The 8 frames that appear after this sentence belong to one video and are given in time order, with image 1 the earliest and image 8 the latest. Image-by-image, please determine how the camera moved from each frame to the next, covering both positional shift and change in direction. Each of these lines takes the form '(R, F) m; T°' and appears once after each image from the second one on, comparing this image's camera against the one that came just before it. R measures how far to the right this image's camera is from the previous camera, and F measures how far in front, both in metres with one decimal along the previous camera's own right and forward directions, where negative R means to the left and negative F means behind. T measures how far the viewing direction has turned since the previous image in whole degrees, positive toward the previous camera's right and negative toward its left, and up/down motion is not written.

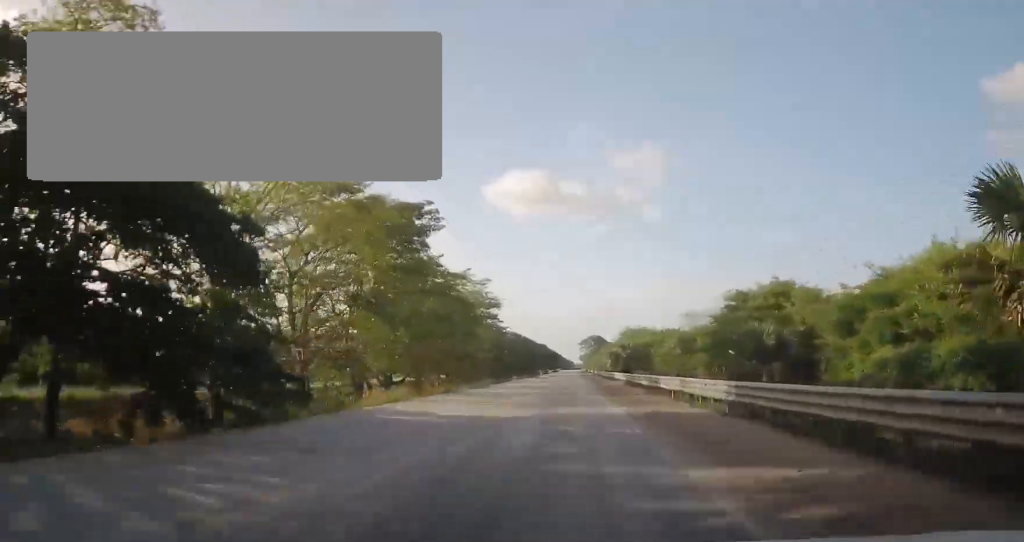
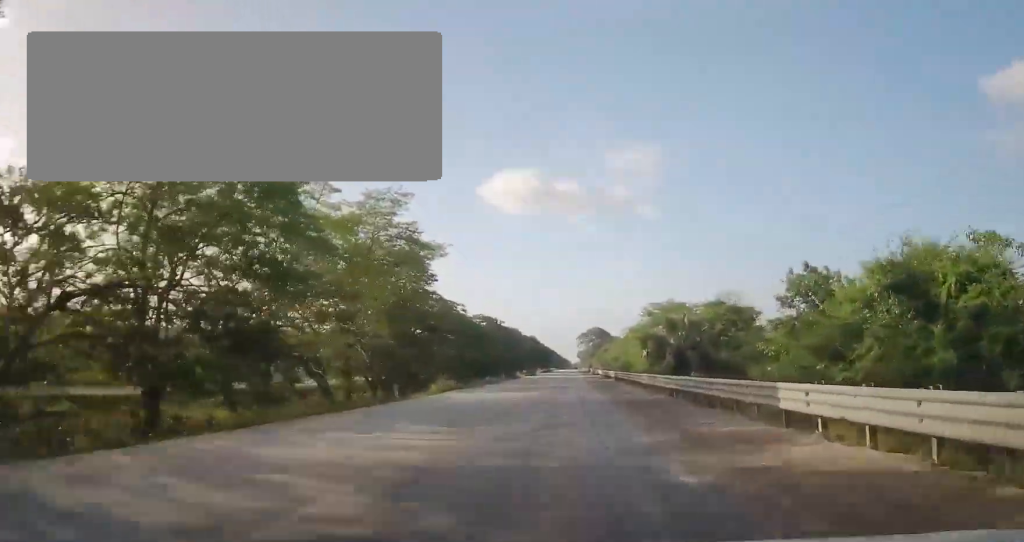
(-0.4, +46.5) m; 0°
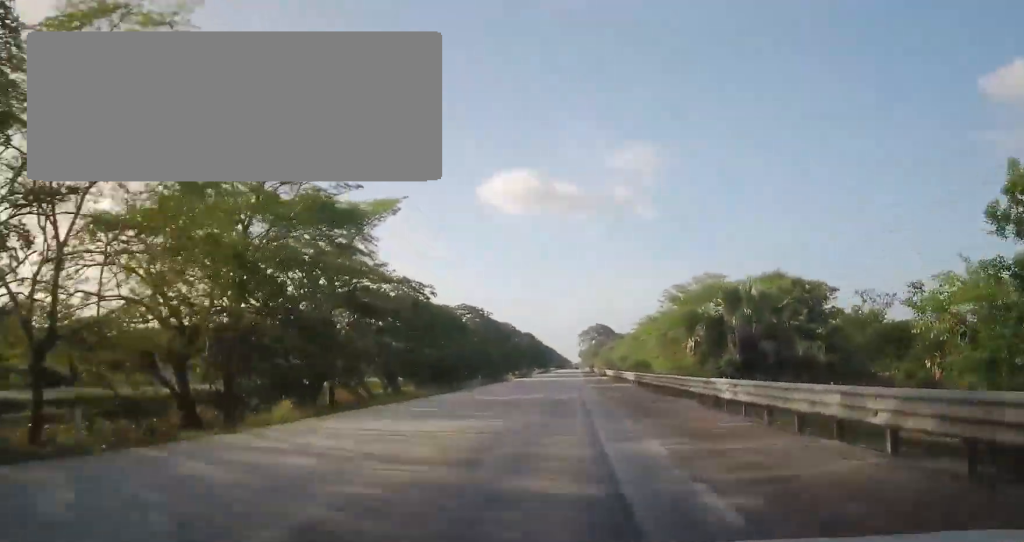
(+0.5, +17.9) m; +1°
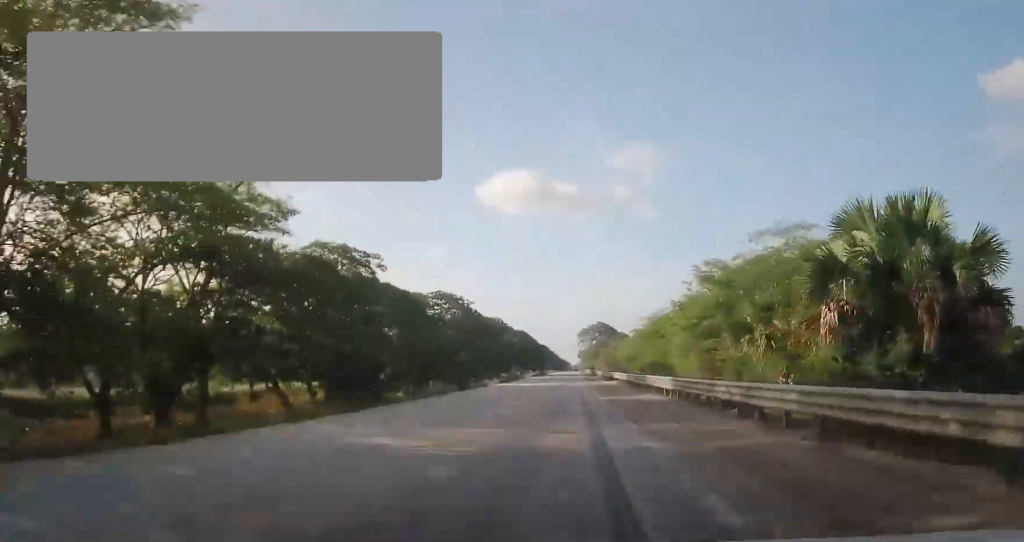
(0.0, +16.4) m; 0°
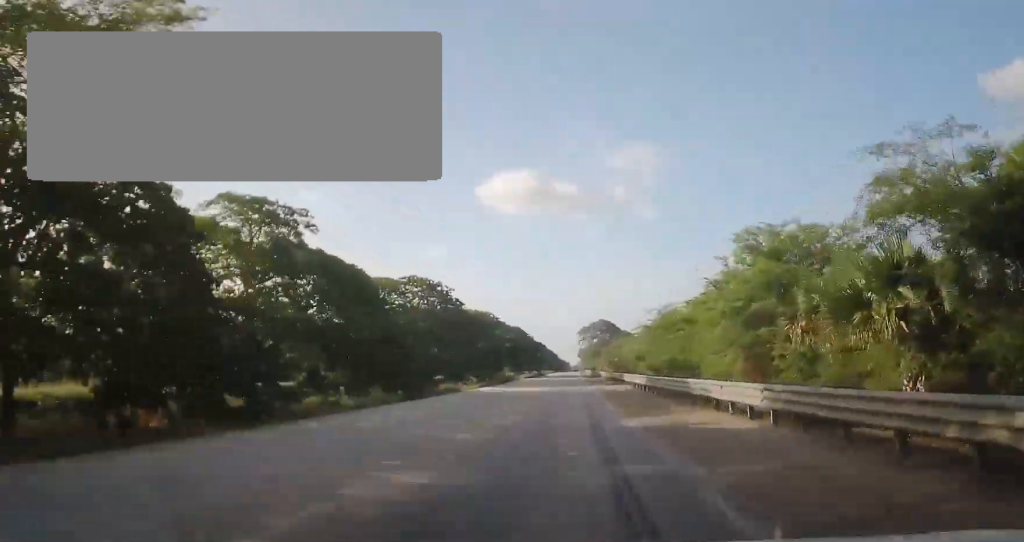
(-0.1, +12.4) m; 0°
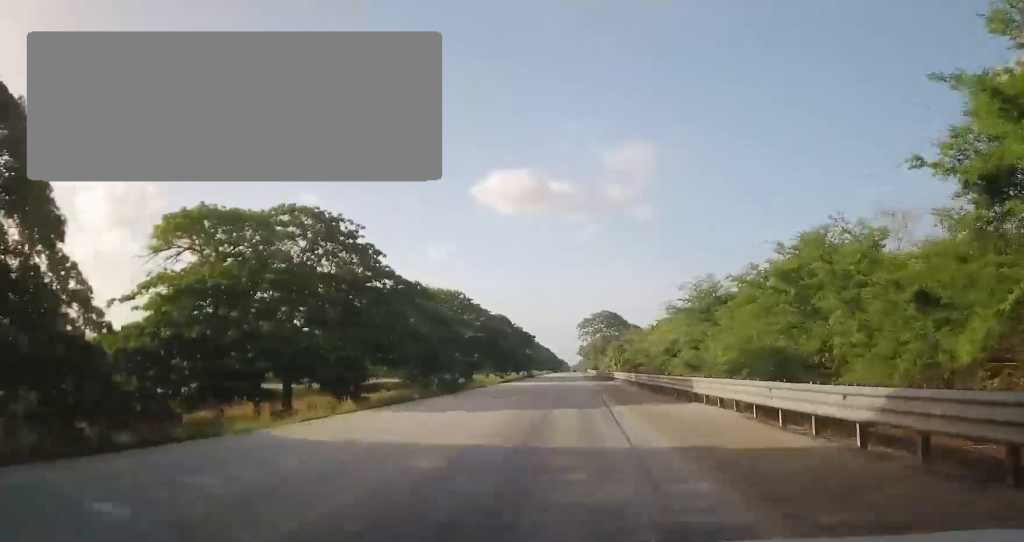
(-0.1, +27.3) m; 0°
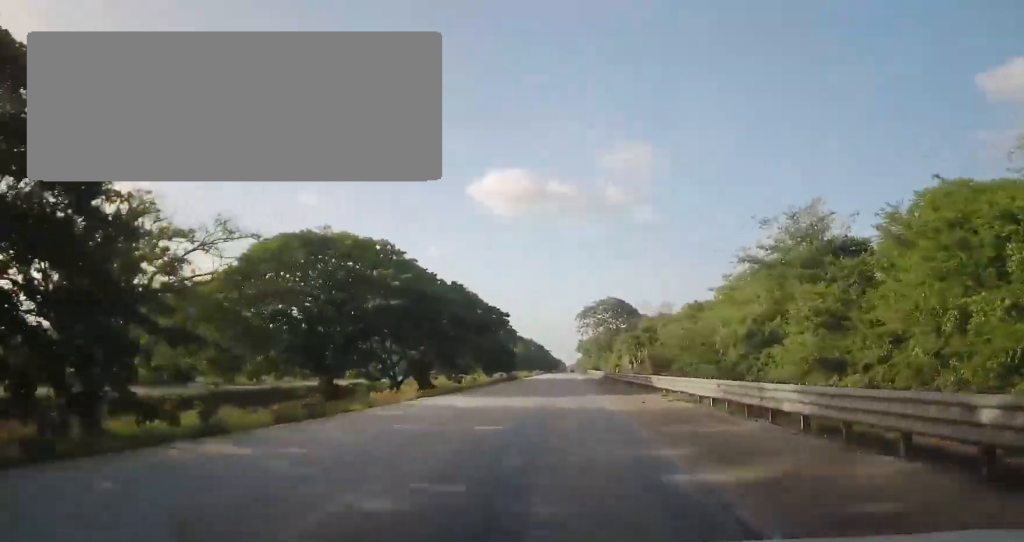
(-0.1, +30.3) m; +1°
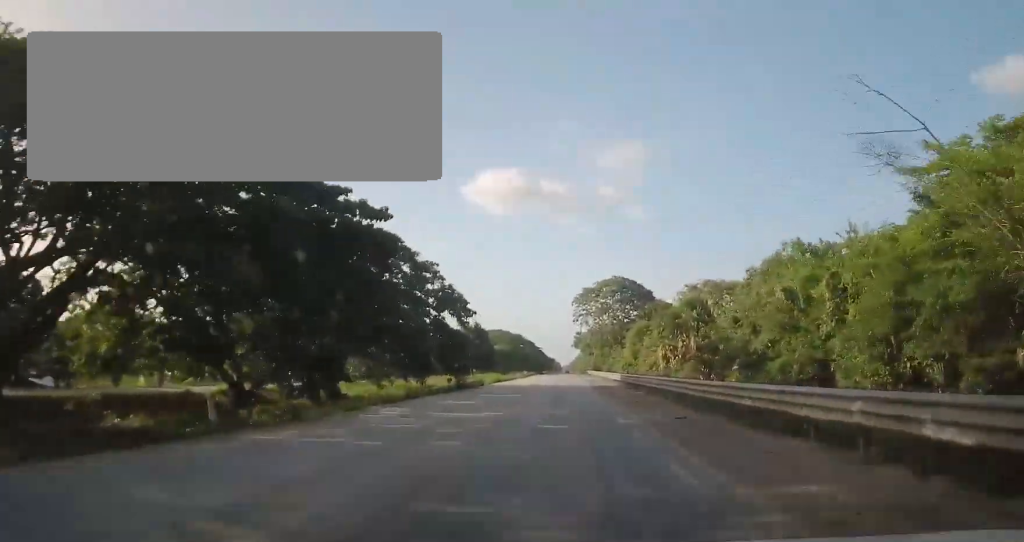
(+0.4, +29.8) m; 0°
